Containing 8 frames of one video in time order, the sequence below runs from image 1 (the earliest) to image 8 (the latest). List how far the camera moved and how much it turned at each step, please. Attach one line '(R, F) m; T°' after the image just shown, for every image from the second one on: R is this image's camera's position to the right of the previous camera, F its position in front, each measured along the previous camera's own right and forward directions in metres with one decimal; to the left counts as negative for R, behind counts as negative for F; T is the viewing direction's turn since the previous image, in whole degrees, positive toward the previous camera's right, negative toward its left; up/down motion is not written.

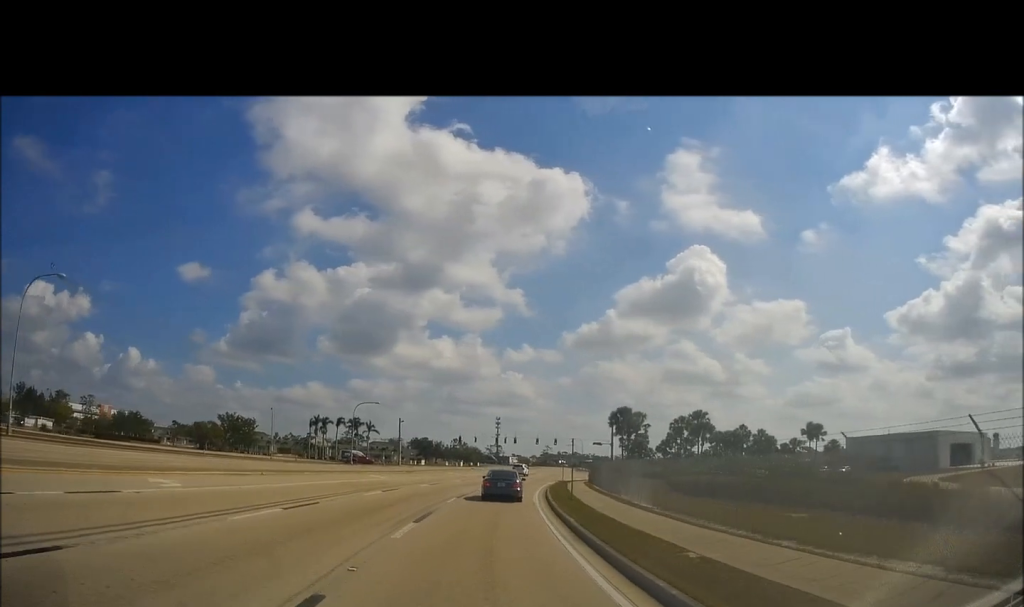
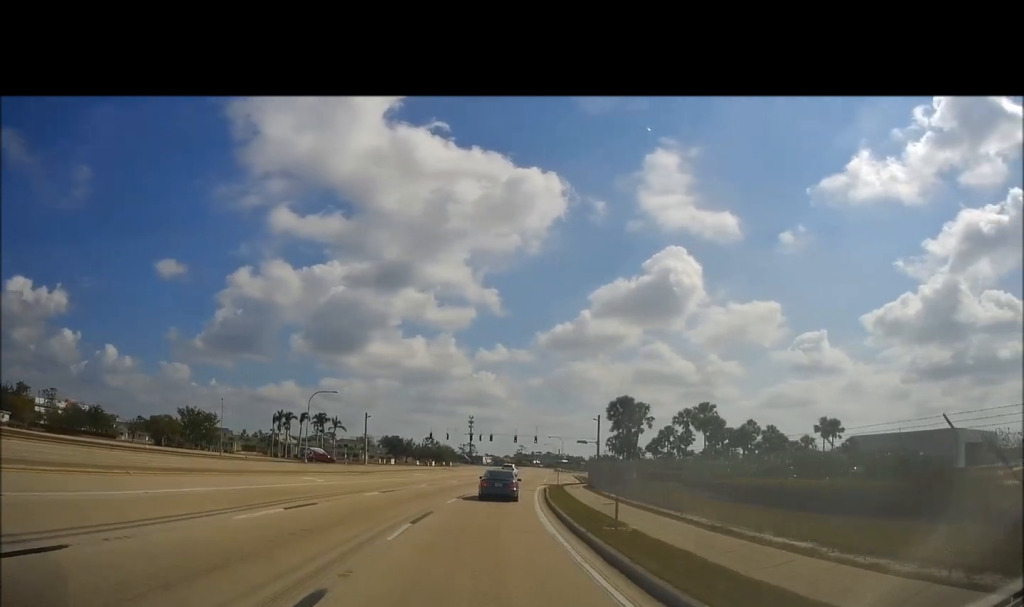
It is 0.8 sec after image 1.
(+0.2, +12.1) m; +2°
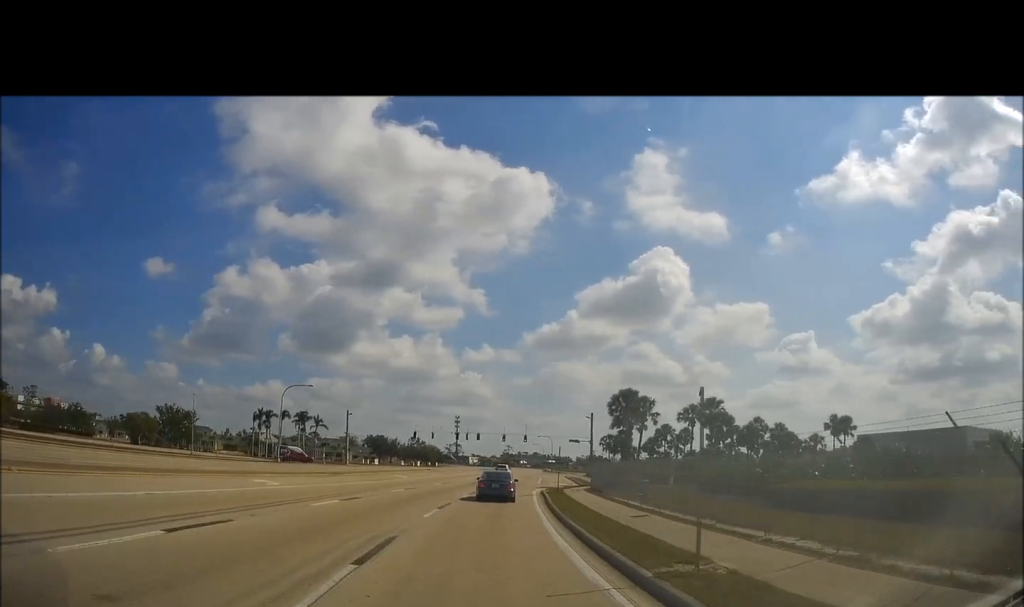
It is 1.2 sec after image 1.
(0.0, +6.3) m; +1°
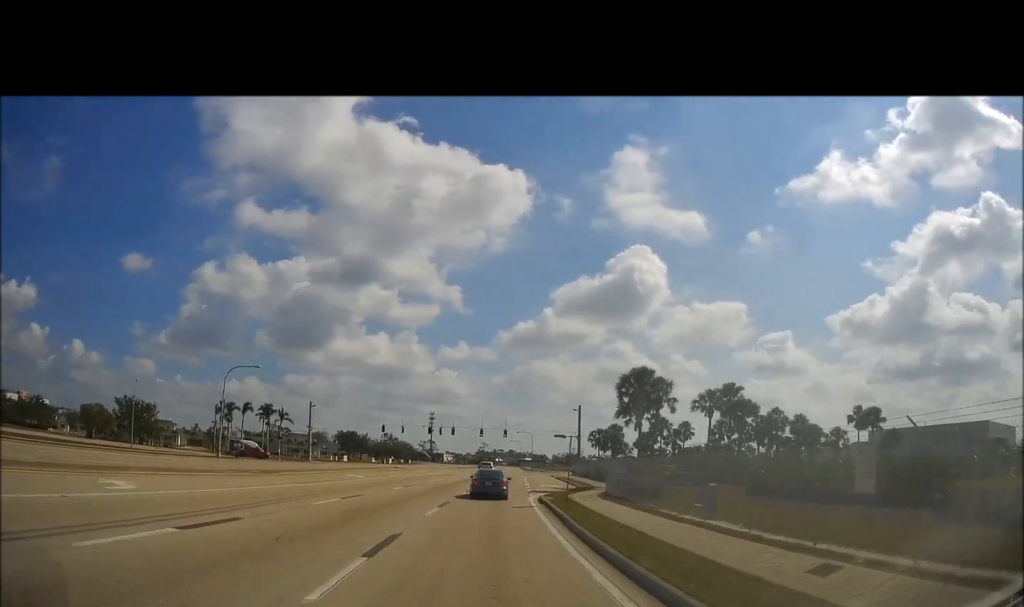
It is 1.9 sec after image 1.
(+0.1, +11.5) m; +3°
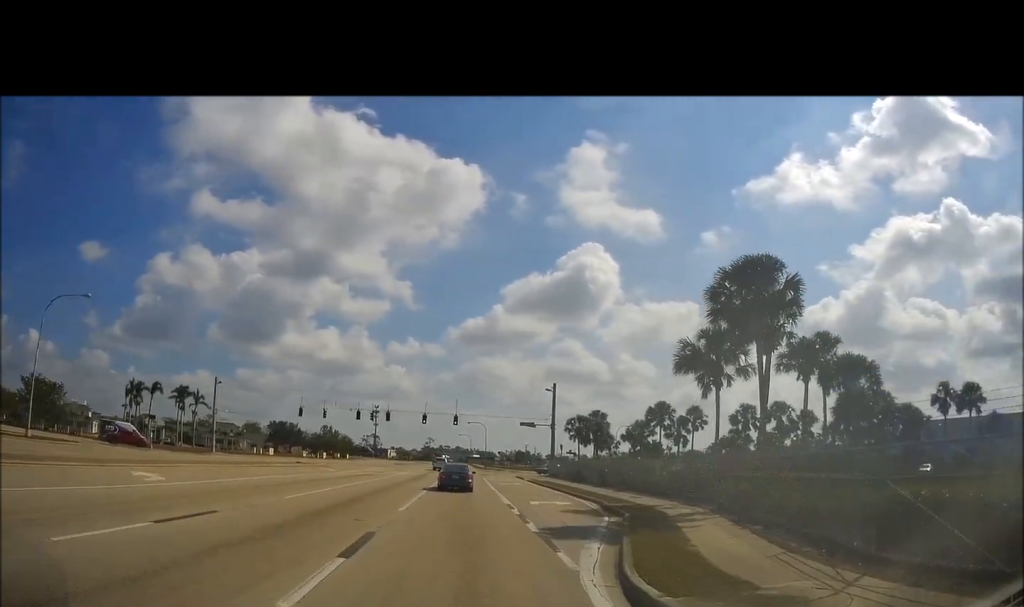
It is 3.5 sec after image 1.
(+1.1, +24.3) m; +4°
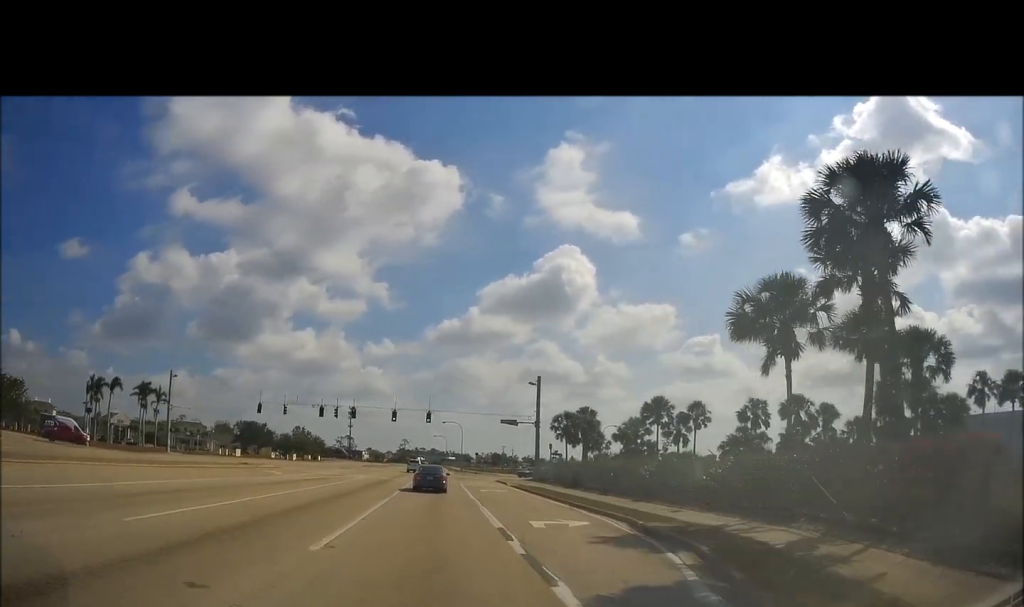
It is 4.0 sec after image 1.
(+0.1, +7.9) m; +1°
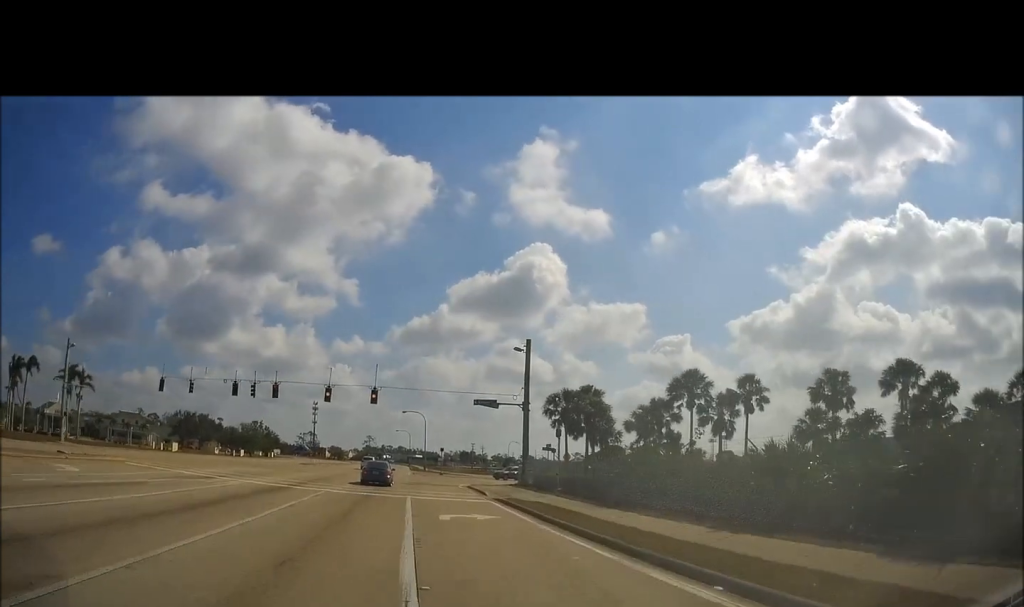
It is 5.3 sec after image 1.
(+0.6, +18.7) m; +3°
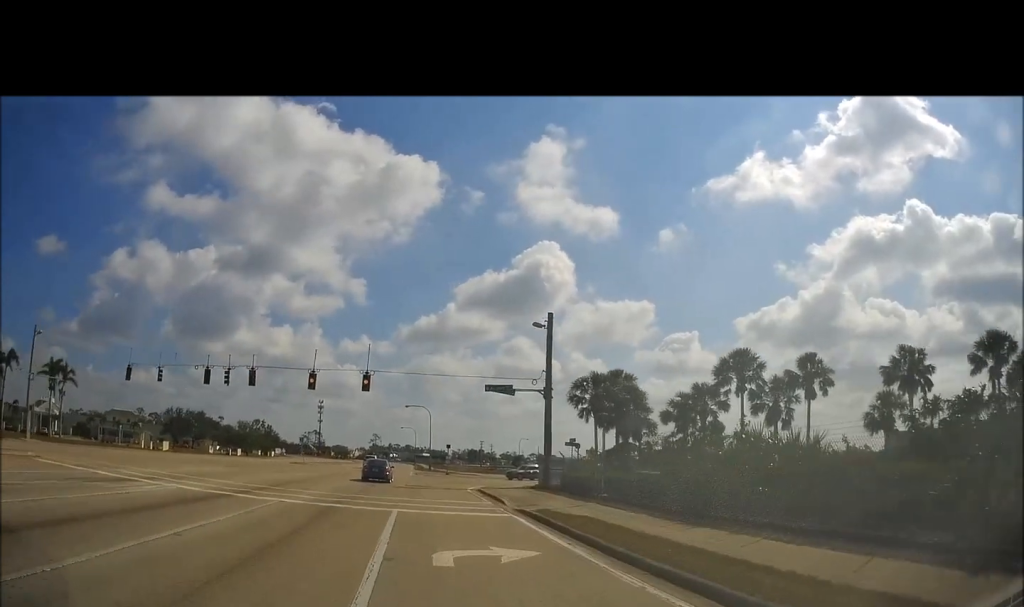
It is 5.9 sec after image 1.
(+0.1, +7.7) m; 0°
